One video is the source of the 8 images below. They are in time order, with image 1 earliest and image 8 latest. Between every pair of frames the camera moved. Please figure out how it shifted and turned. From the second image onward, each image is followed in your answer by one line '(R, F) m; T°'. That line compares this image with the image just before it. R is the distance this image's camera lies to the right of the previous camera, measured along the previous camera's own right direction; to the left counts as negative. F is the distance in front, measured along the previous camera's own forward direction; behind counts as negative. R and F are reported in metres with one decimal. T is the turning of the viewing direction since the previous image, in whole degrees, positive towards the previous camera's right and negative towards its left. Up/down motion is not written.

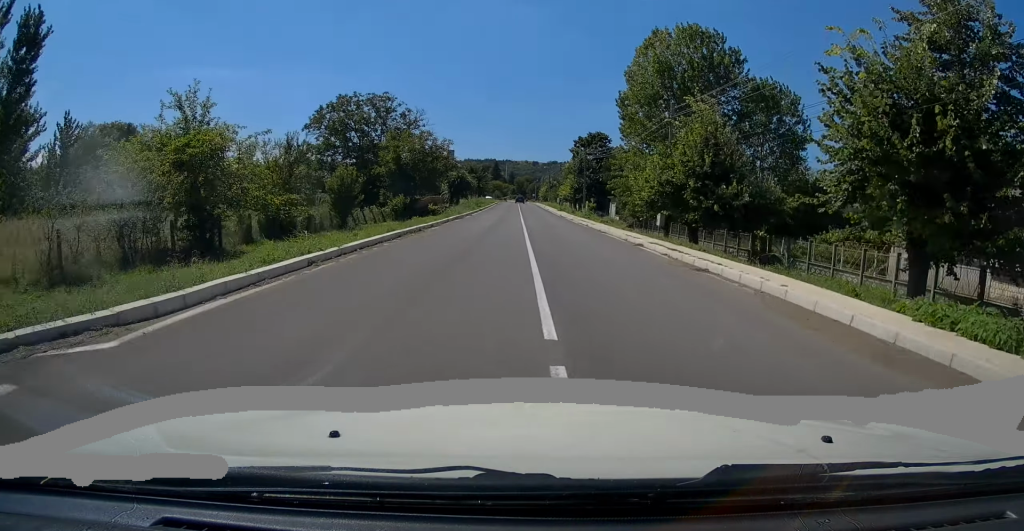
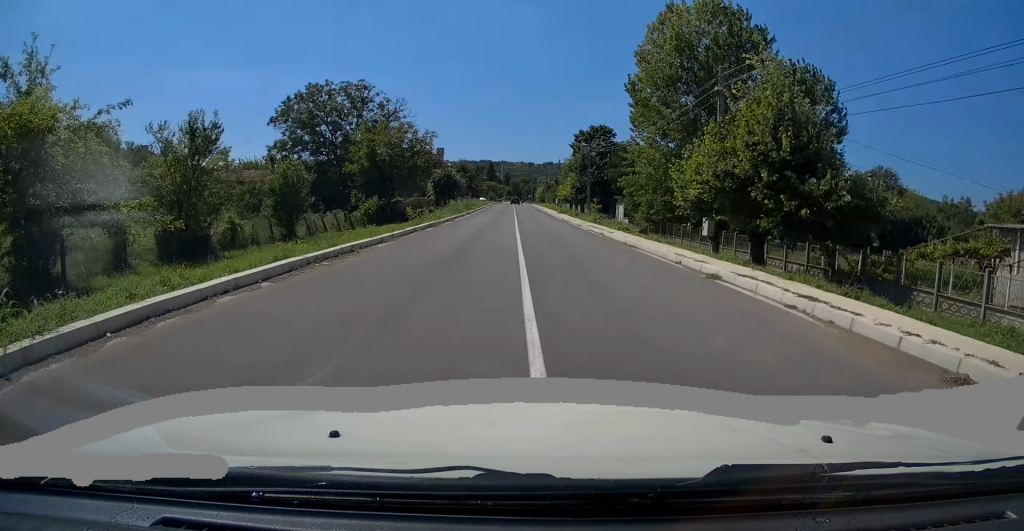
(0.0, +8.4) m; +1°
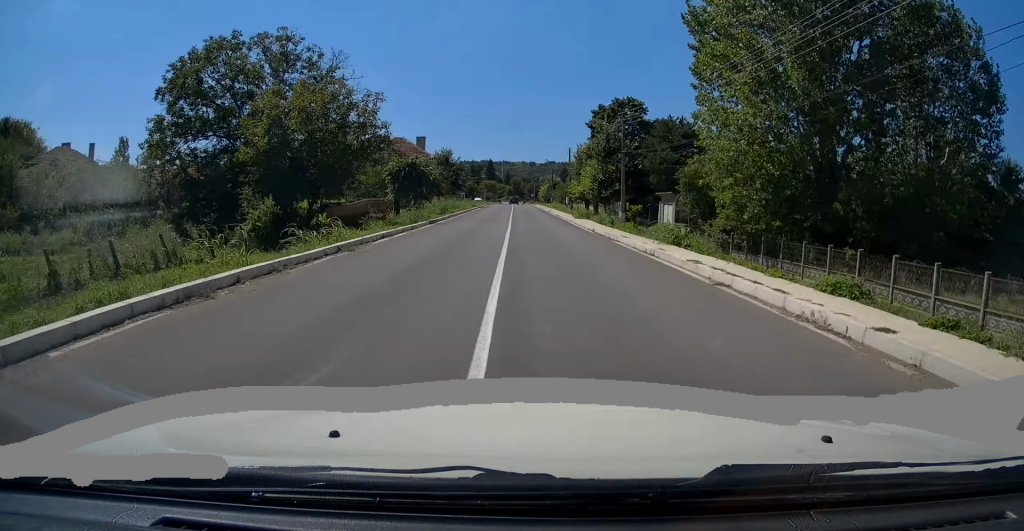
(+0.3, +20.1) m; 0°
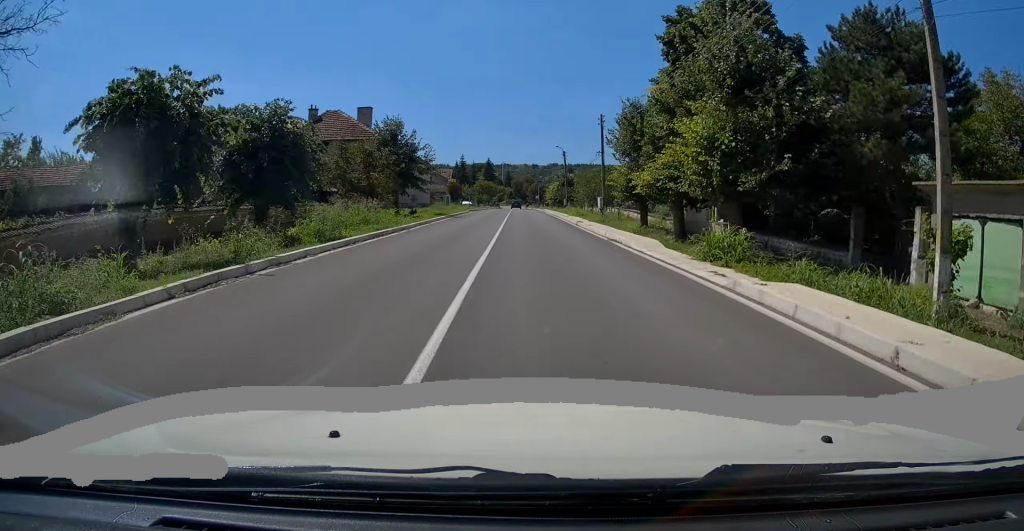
(0.0, +30.3) m; 0°
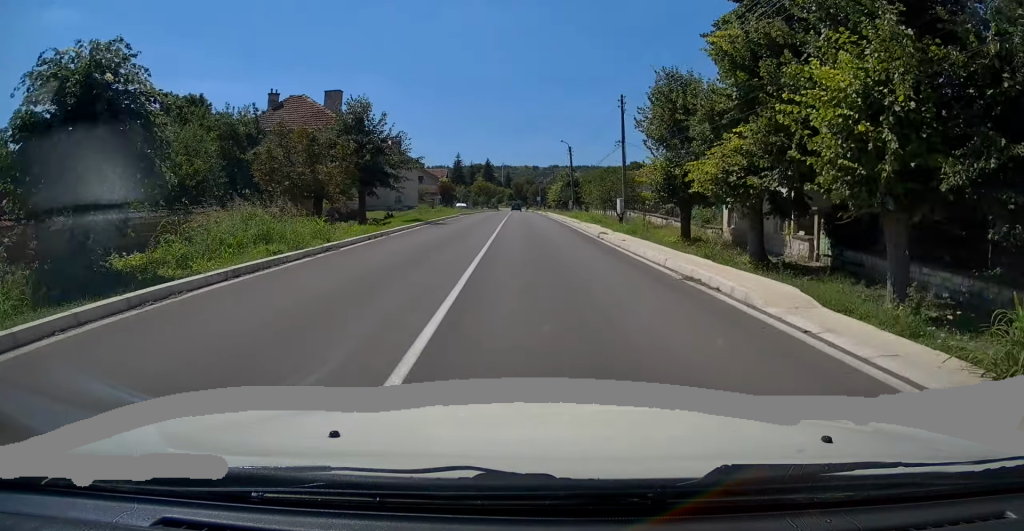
(0.0, +9.2) m; 0°
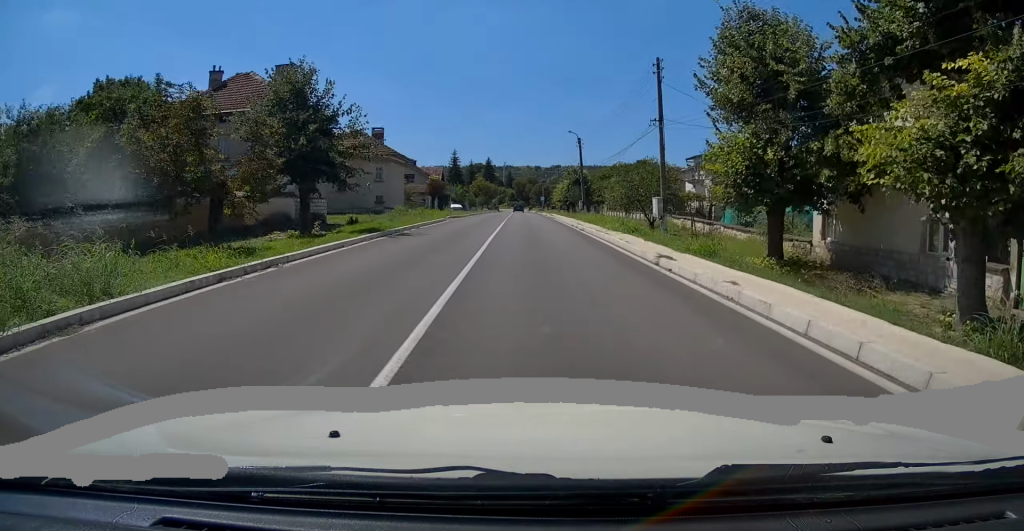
(-0.3, +9.6) m; 0°
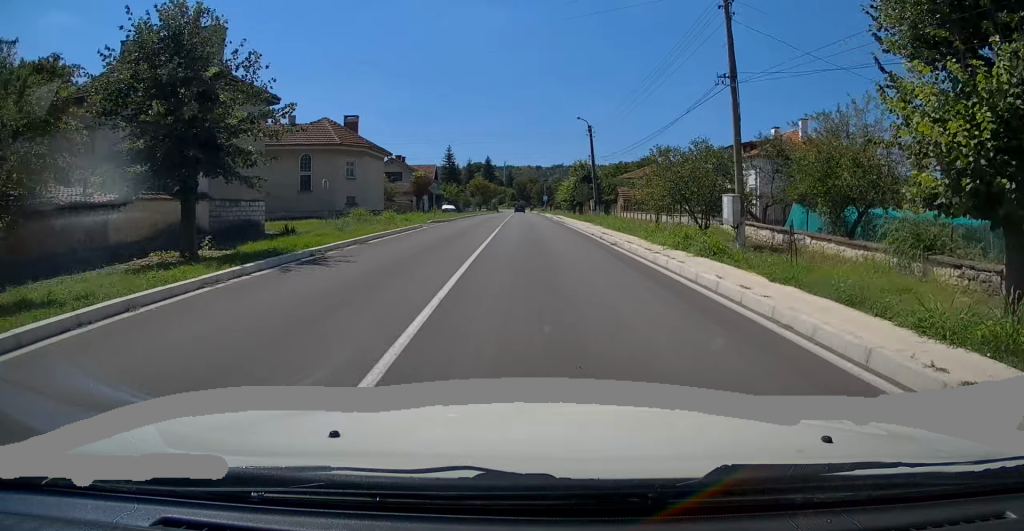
(+0.3, +9.4) m; -1°
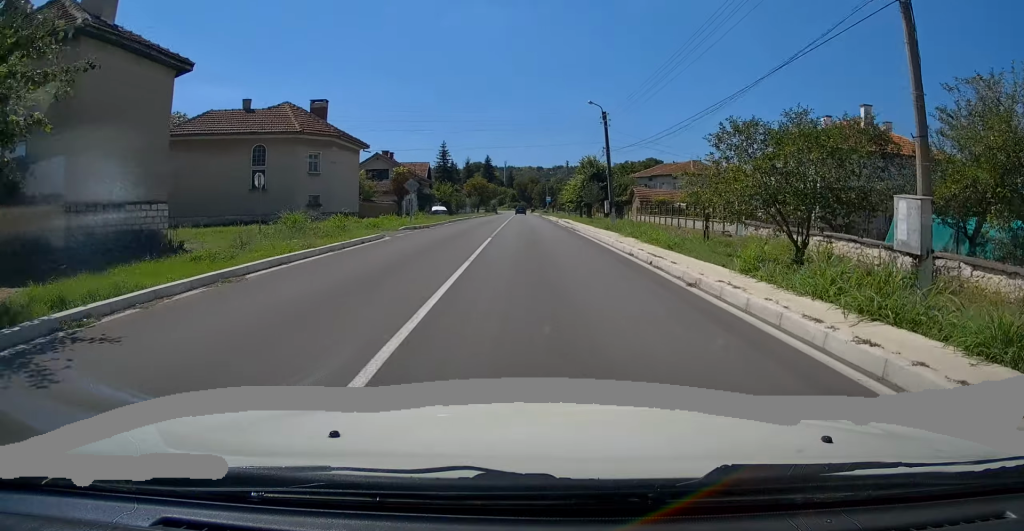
(-0.2, +8.4) m; 0°
